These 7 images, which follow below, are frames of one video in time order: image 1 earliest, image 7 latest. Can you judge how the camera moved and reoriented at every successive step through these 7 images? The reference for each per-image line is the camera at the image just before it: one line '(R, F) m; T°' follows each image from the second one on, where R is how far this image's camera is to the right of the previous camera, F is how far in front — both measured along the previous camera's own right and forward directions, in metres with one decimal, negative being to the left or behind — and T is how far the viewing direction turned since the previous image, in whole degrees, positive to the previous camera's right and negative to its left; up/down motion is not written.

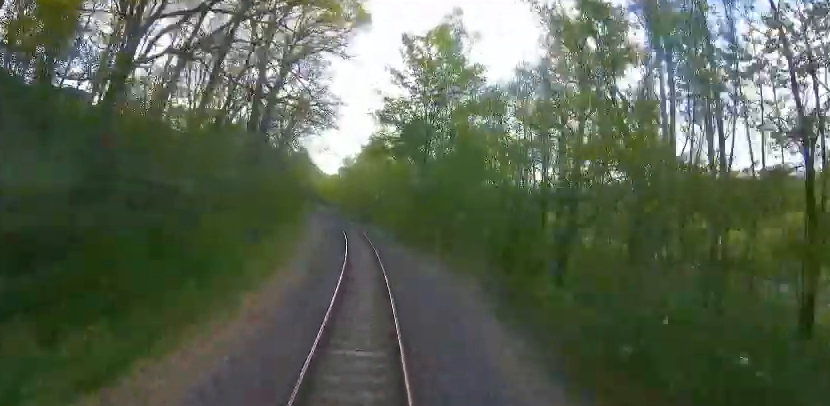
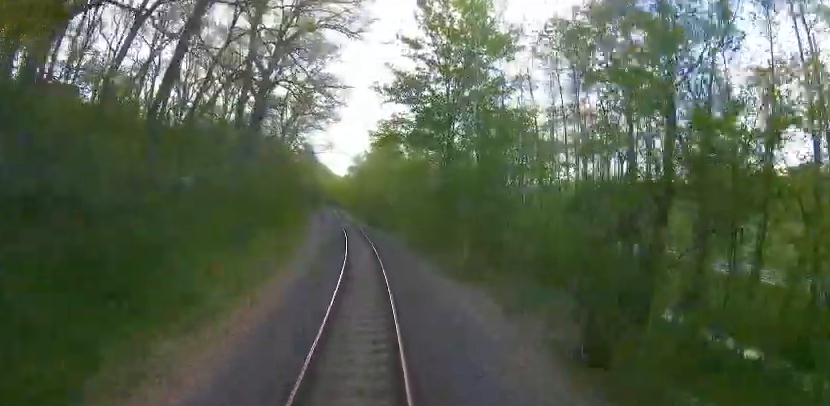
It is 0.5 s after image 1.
(+0.7, +6.5) m; -3°
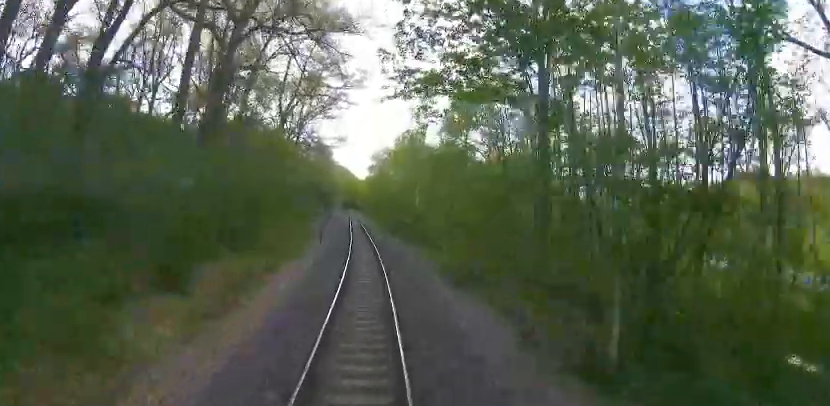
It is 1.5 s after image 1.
(-1.5, +12.7) m; -7°
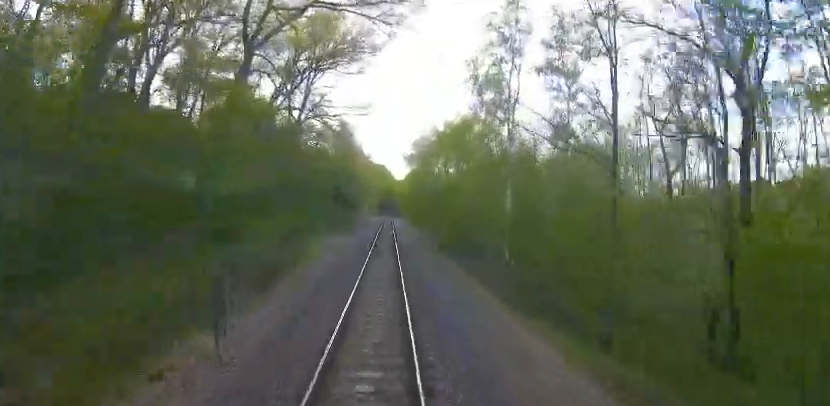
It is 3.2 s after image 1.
(-0.6, +23.5) m; -4°
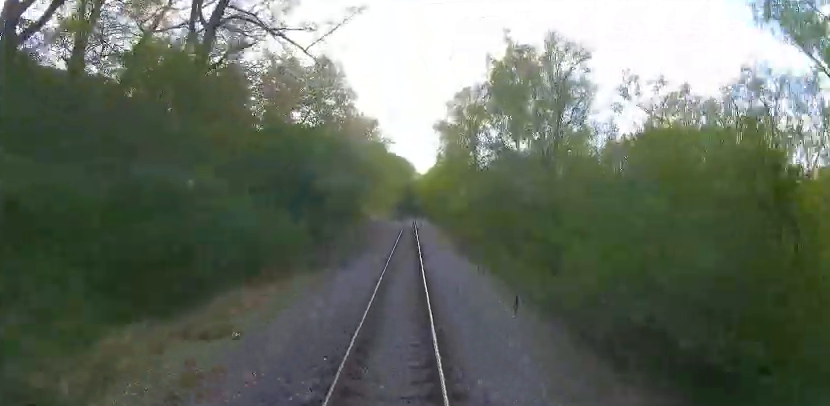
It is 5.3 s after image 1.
(-1.7, +26.8) m; -5°
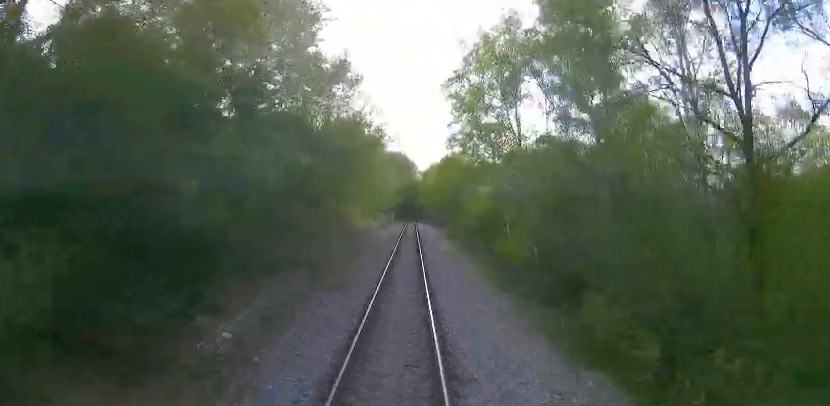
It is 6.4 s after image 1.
(+0.1, +13.8) m; +1°
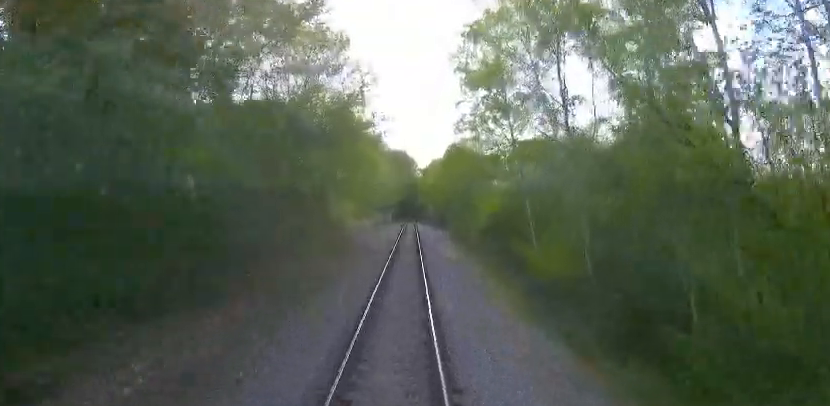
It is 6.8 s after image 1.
(0.0, +6.1) m; 0°
